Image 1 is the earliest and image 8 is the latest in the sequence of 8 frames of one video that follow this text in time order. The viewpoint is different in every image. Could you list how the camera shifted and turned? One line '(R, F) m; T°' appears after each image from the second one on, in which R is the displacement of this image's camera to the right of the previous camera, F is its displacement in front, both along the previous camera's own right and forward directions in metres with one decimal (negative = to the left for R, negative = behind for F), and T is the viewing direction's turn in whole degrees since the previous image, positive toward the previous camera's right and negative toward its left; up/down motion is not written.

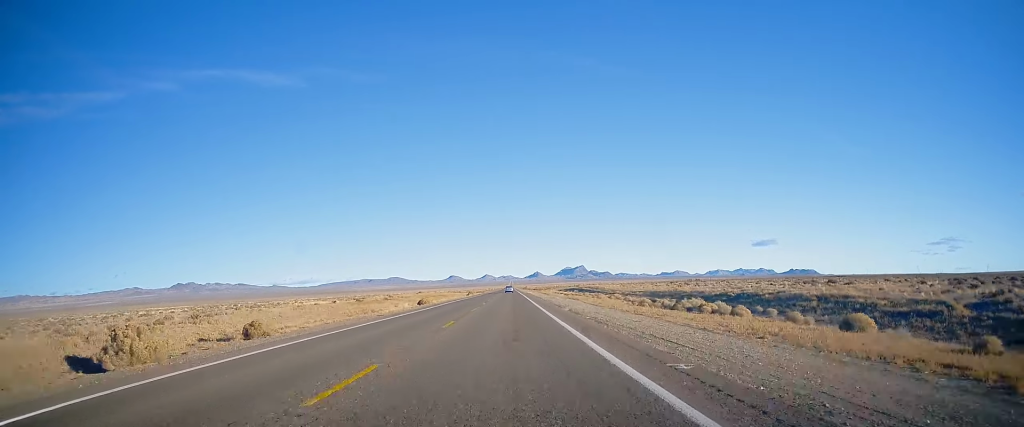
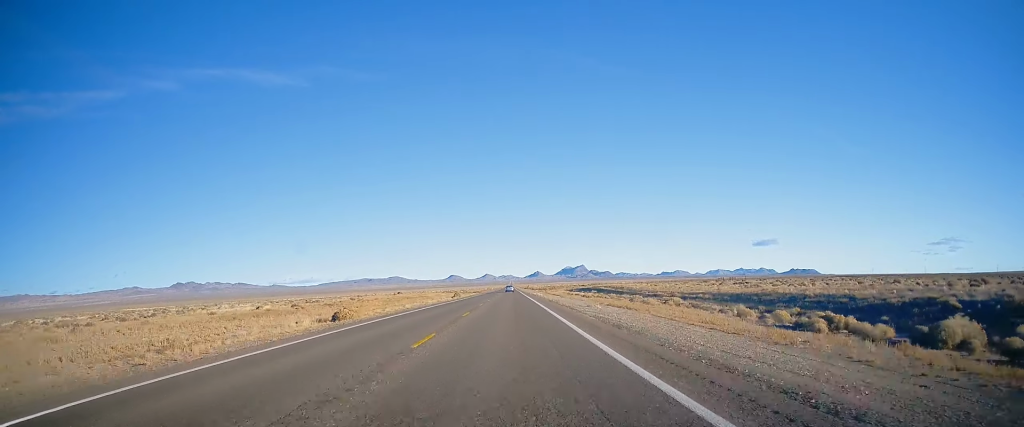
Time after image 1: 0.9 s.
(+0.1, +30.4) m; 0°
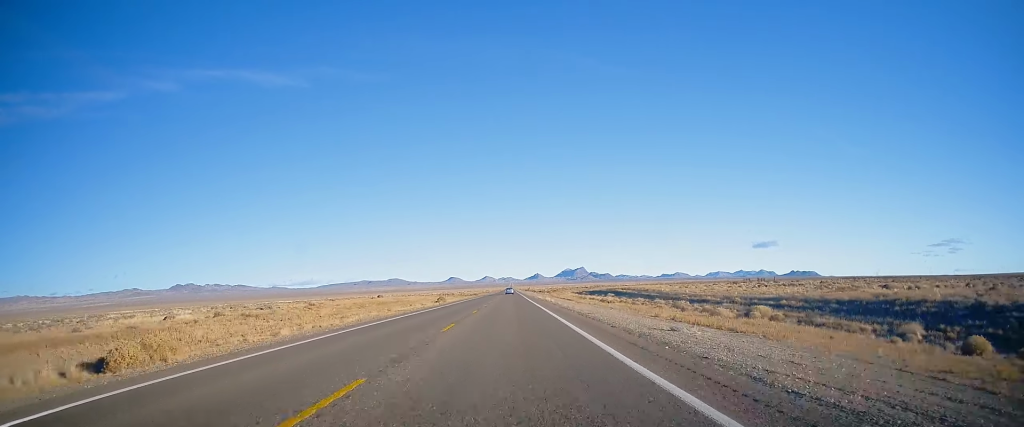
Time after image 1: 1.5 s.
(0.0, +19.5) m; 0°
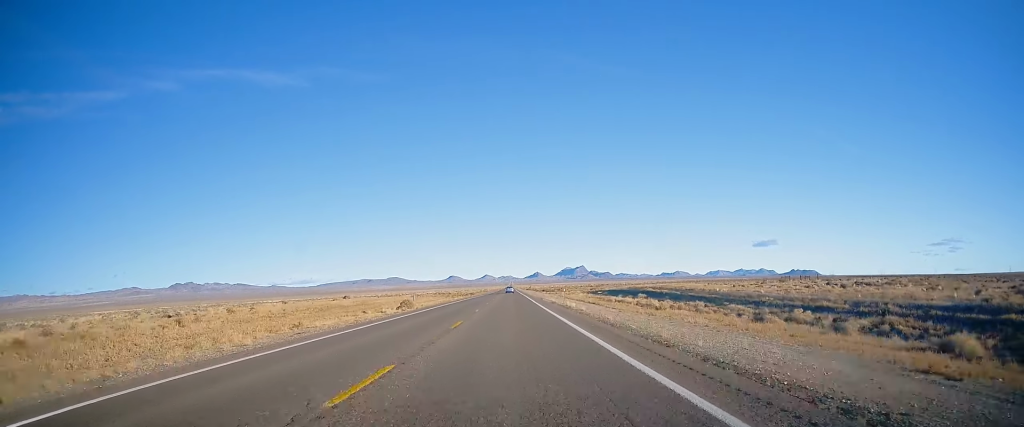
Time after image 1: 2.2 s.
(+0.1, +22.8) m; 0°
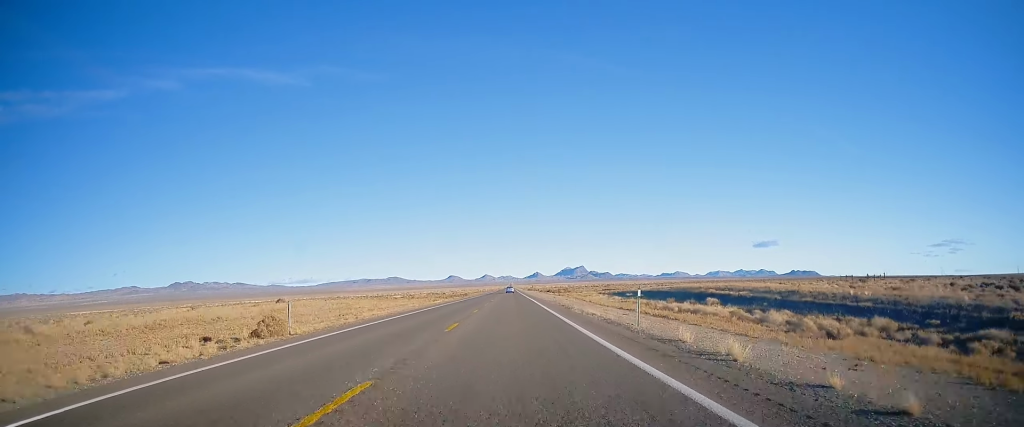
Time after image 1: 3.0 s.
(+0.1, +26.0) m; 0°
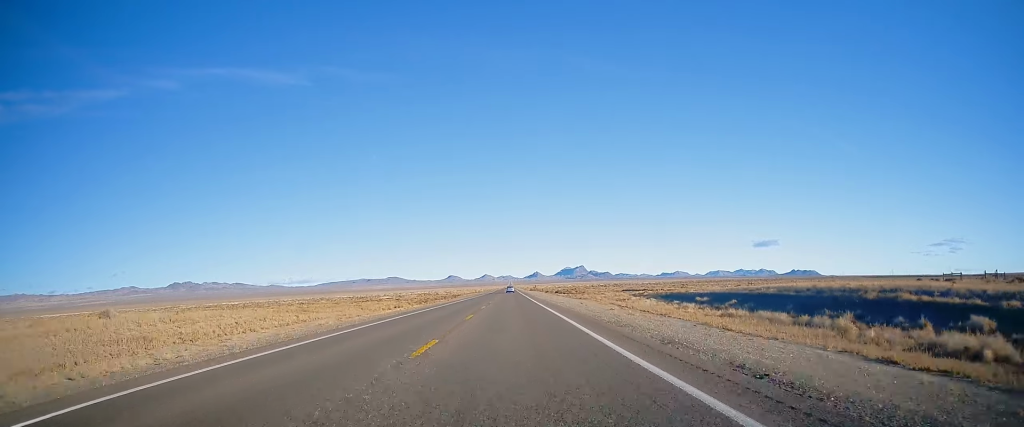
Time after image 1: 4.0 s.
(-0.1, +30.4) m; 0°
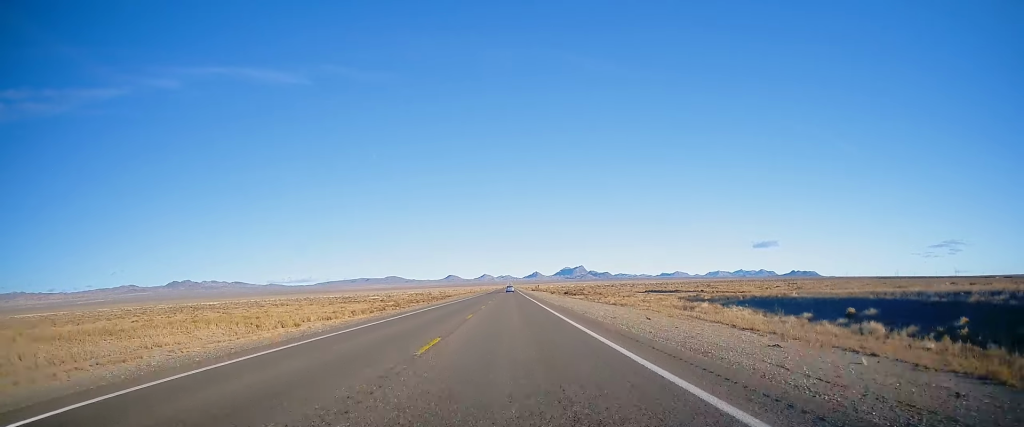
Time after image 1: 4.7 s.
(-0.2, +24.0) m; 0°
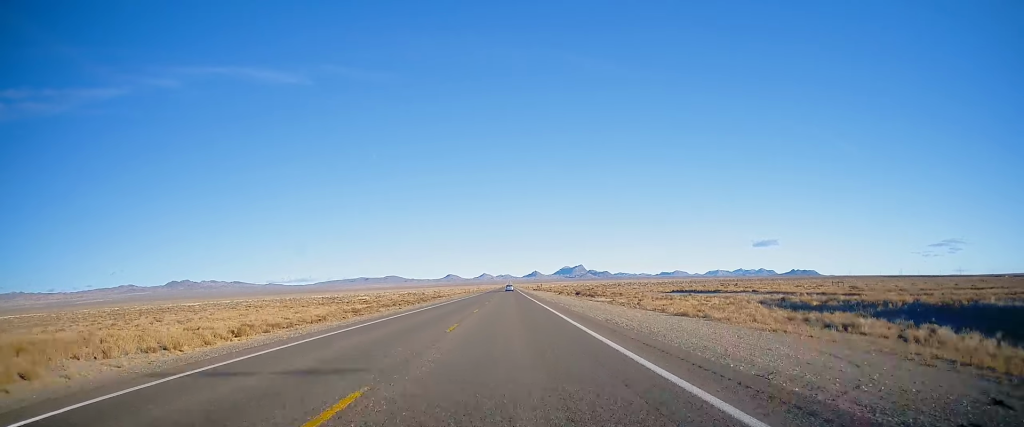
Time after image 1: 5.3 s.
(+0.2, +19.6) m; 0°
